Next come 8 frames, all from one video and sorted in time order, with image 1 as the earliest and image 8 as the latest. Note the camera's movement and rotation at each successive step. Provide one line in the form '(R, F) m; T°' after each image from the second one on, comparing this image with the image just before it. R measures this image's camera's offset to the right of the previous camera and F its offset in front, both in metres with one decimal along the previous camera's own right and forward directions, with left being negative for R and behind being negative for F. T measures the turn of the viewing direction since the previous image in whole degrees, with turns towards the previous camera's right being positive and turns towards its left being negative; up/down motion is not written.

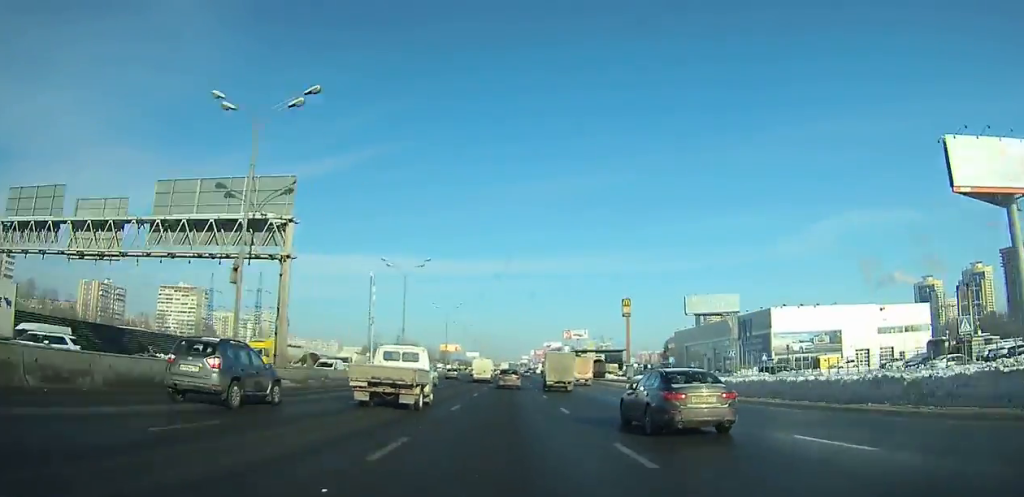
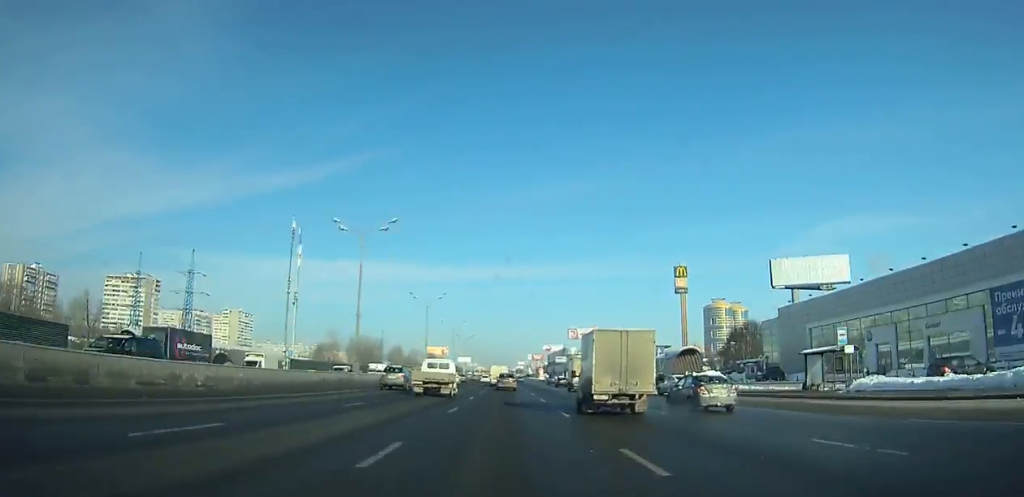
(+0.2, +61.3) m; 0°
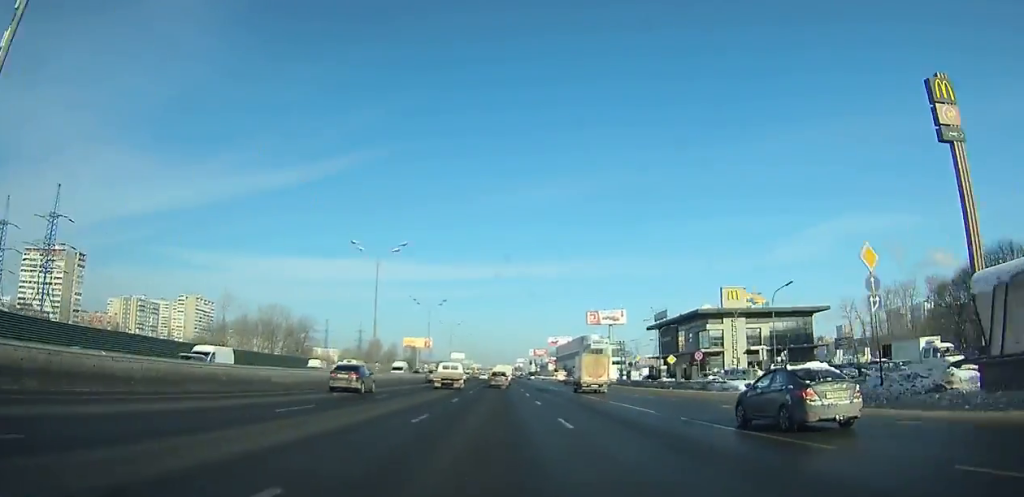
(0.0, +77.3) m; 0°
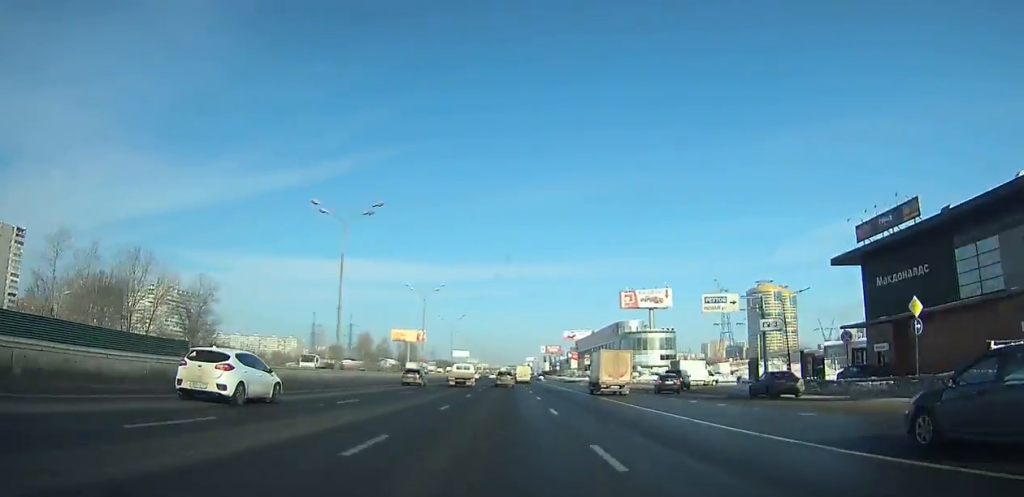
(0.0, +54.1) m; 0°
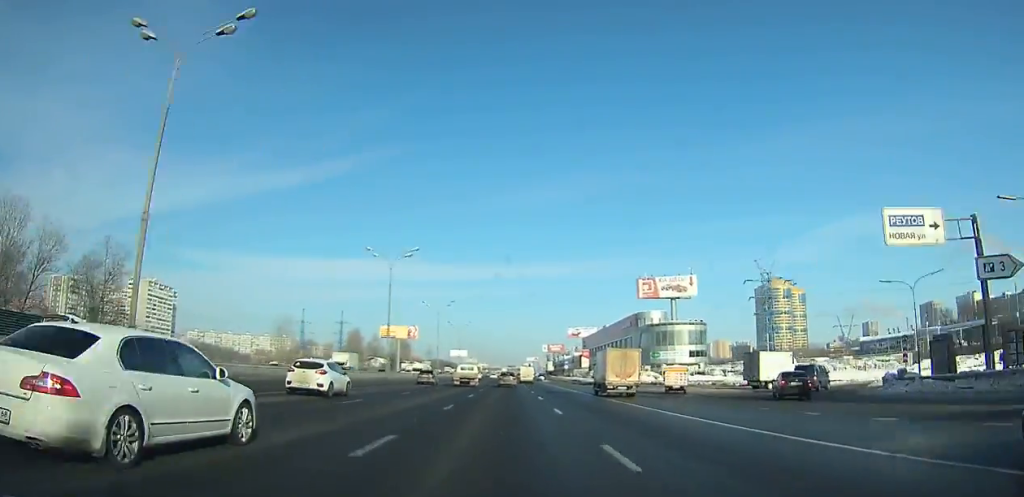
(0.0, +23.7) m; 0°
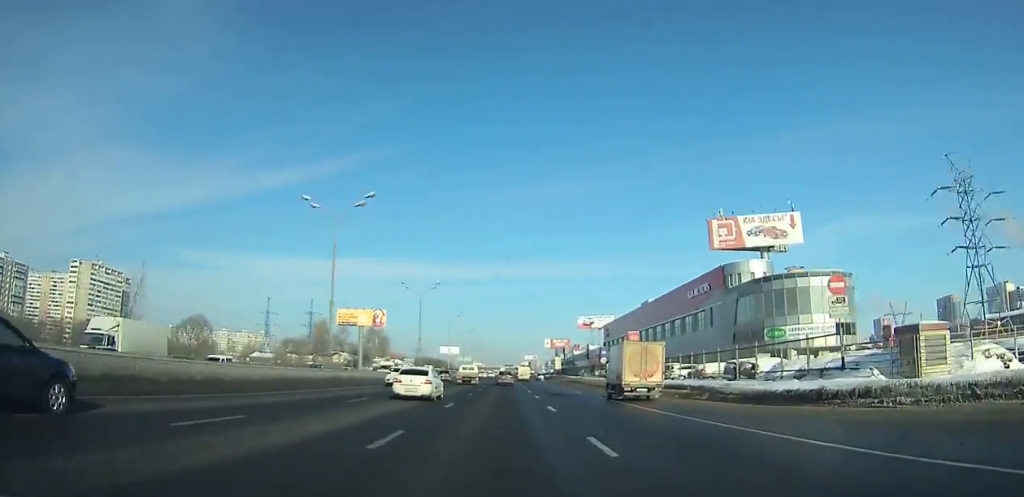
(0.0, +57.0) m; 0°
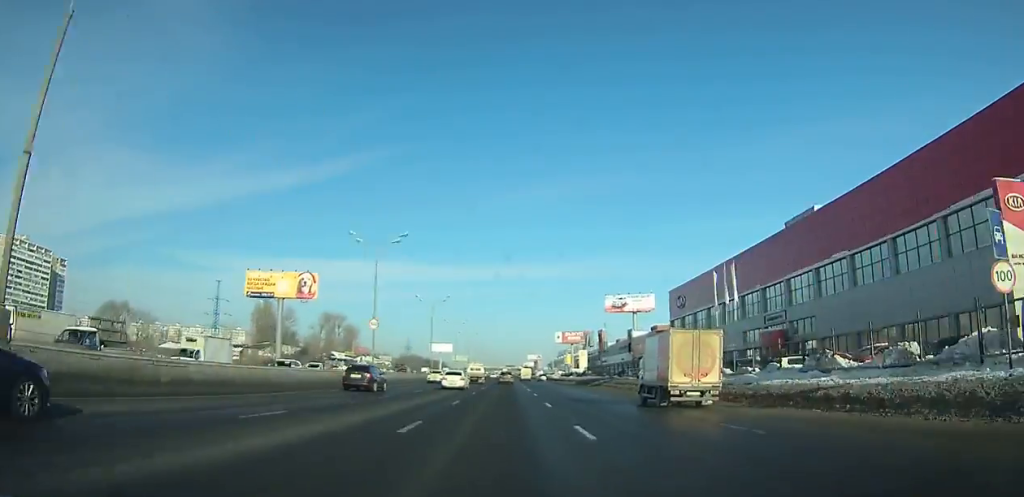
(-0.1, +68.5) m; 0°
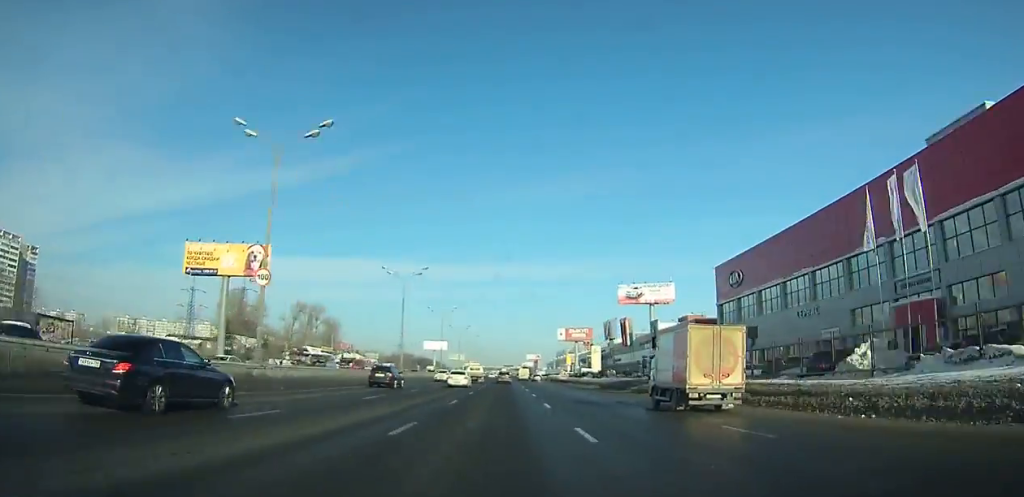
(0.0, +24.2) m; 0°
